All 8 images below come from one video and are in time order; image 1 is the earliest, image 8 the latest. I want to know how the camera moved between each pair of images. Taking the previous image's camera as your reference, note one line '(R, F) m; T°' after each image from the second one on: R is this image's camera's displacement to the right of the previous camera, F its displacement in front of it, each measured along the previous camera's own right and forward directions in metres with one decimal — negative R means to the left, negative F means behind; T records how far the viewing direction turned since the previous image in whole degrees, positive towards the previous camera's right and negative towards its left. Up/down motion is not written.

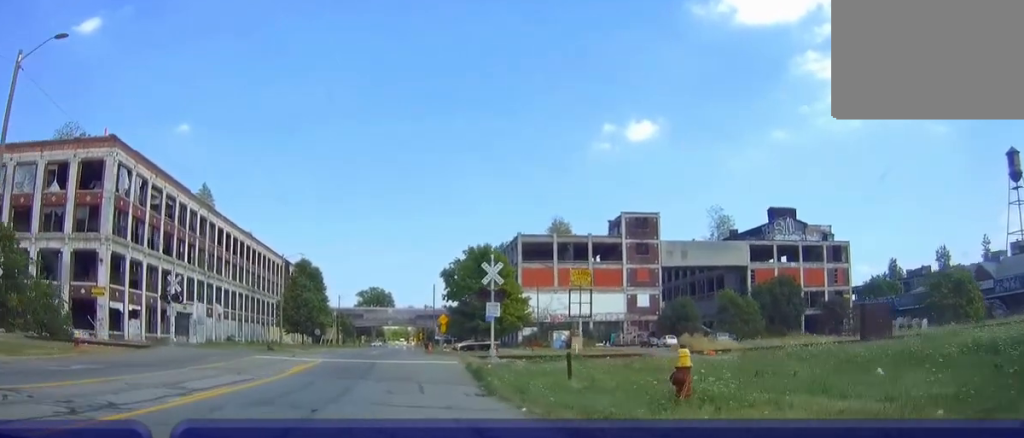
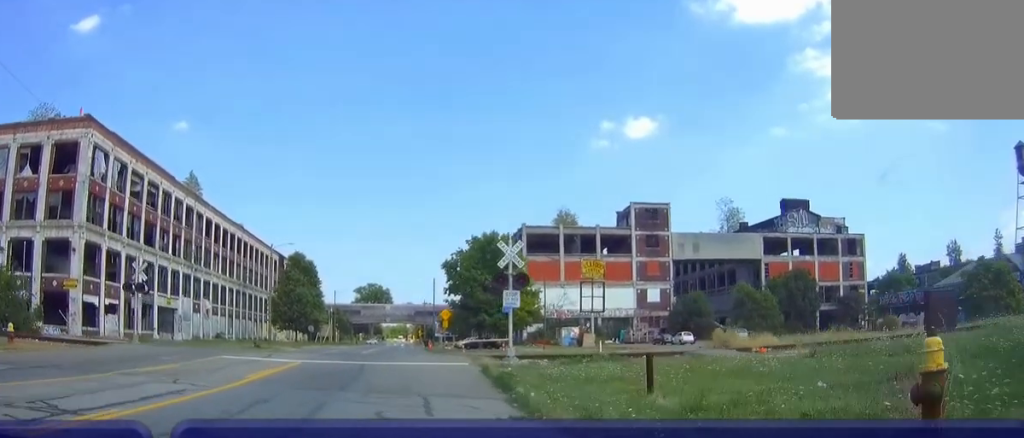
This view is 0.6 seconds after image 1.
(0.0, +5.9) m; 0°
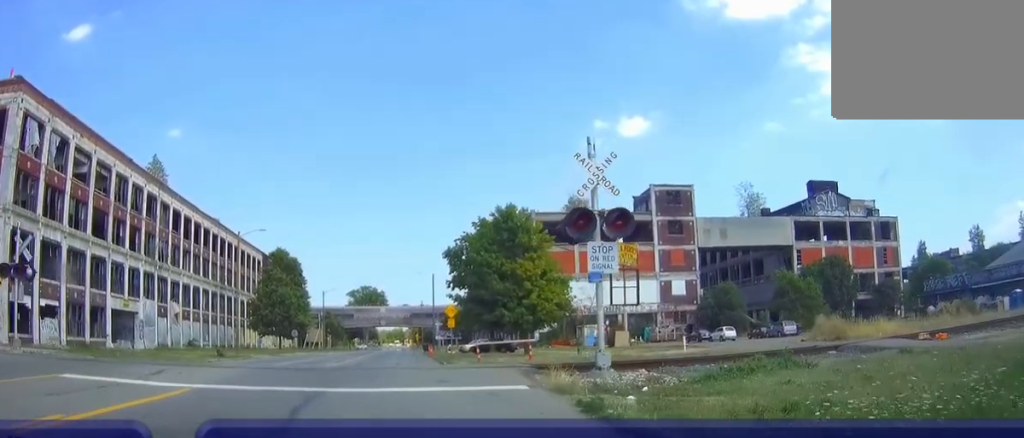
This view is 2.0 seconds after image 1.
(-0.1, +12.5) m; -1°
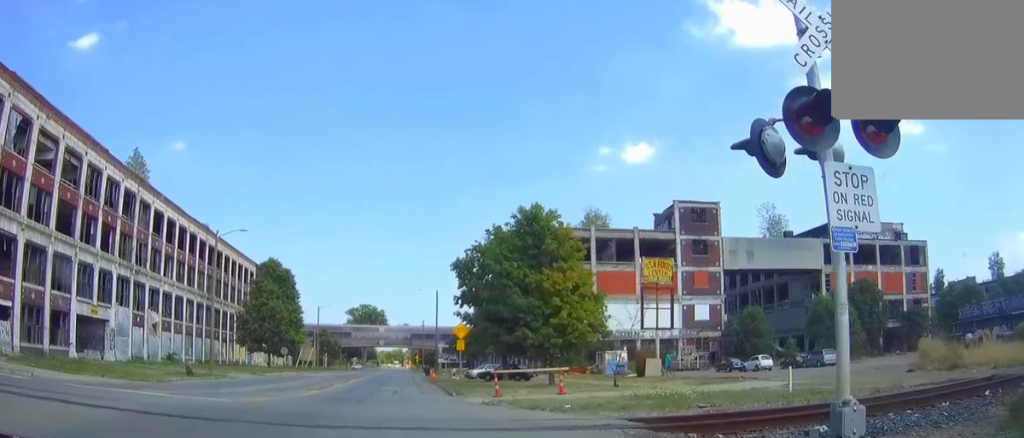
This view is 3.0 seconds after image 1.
(-0.1, +8.6) m; -1°
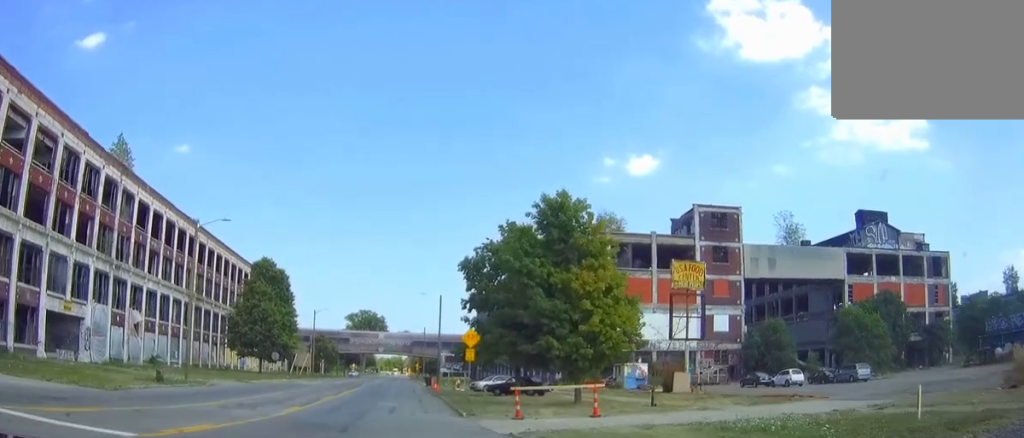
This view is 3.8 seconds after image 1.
(0.0, +6.8) m; 0°
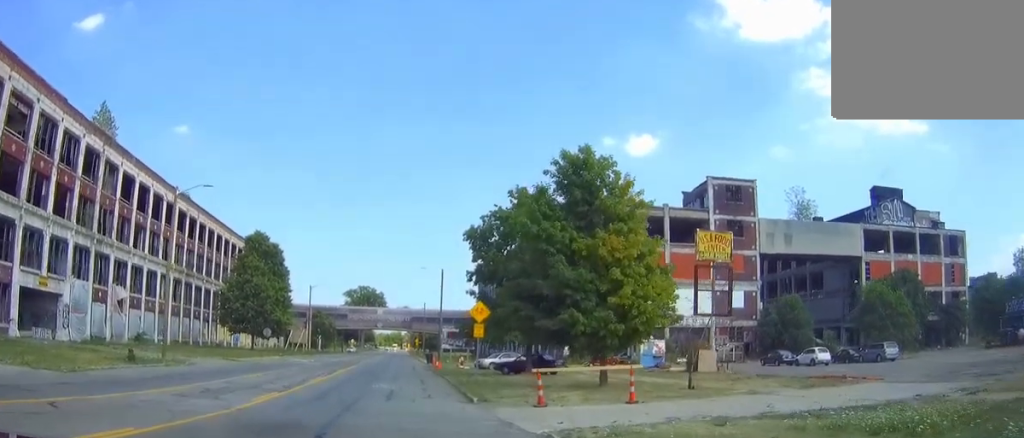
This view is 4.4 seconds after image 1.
(0.0, +5.0) m; 0°
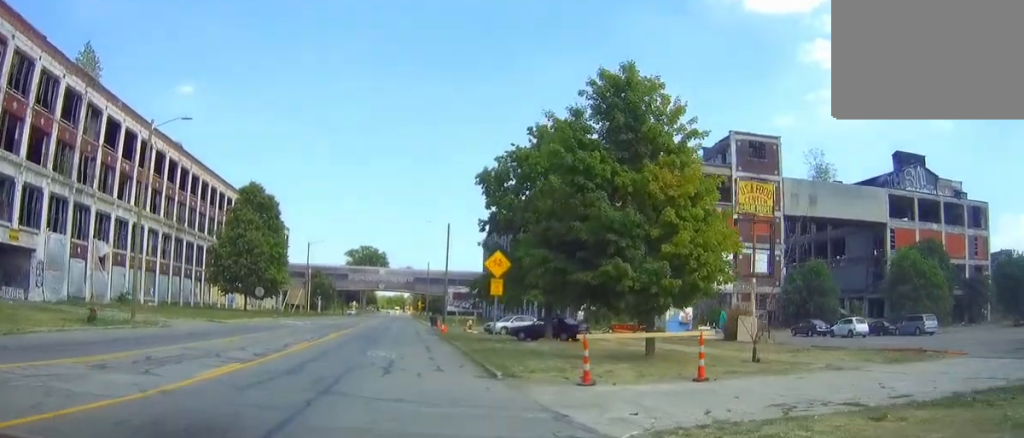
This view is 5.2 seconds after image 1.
(0.0, +6.2) m; 0°
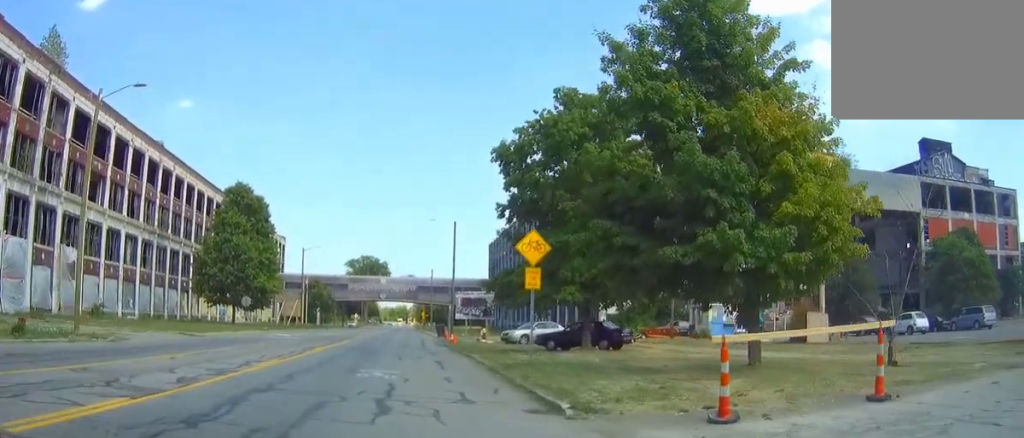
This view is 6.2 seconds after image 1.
(0.0, +7.6) m; 0°
